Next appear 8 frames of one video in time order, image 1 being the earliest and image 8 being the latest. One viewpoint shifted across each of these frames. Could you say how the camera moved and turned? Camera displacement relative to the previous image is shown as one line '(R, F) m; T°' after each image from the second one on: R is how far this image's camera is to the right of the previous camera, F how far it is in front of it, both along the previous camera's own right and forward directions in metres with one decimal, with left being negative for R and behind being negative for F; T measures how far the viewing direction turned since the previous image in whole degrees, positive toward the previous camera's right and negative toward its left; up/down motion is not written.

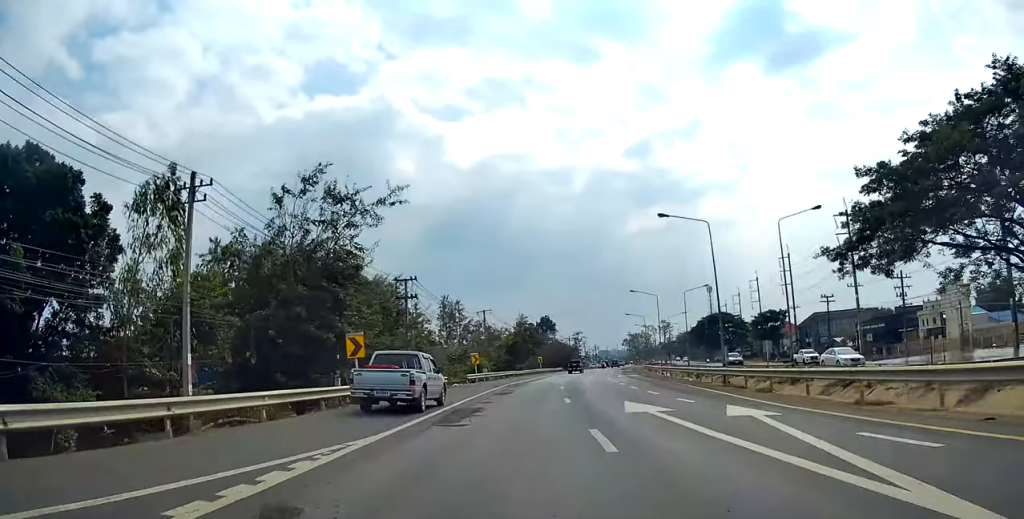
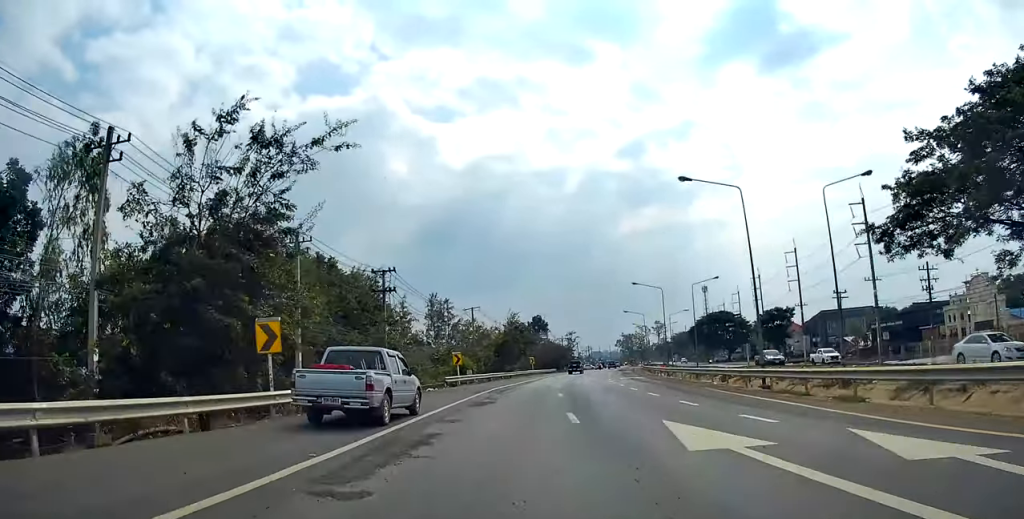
(+0.3, +7.3) m; +1°
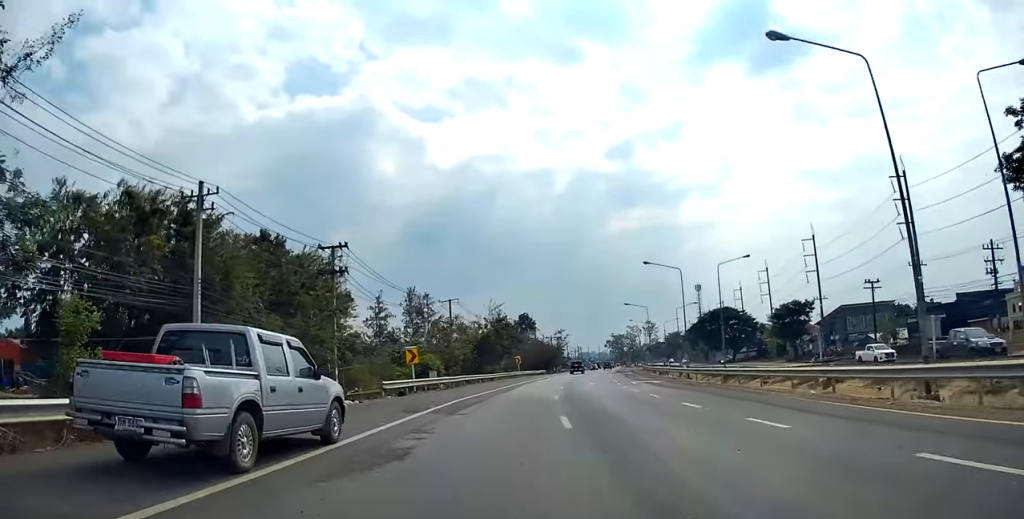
(-0.1, +14.1) m; -1°
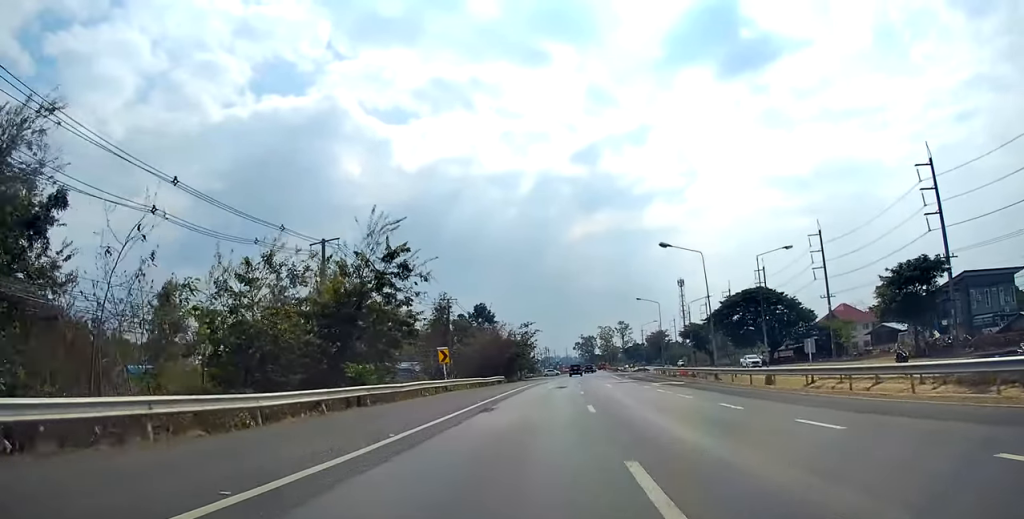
(+1.4, +44.6) m; +4°
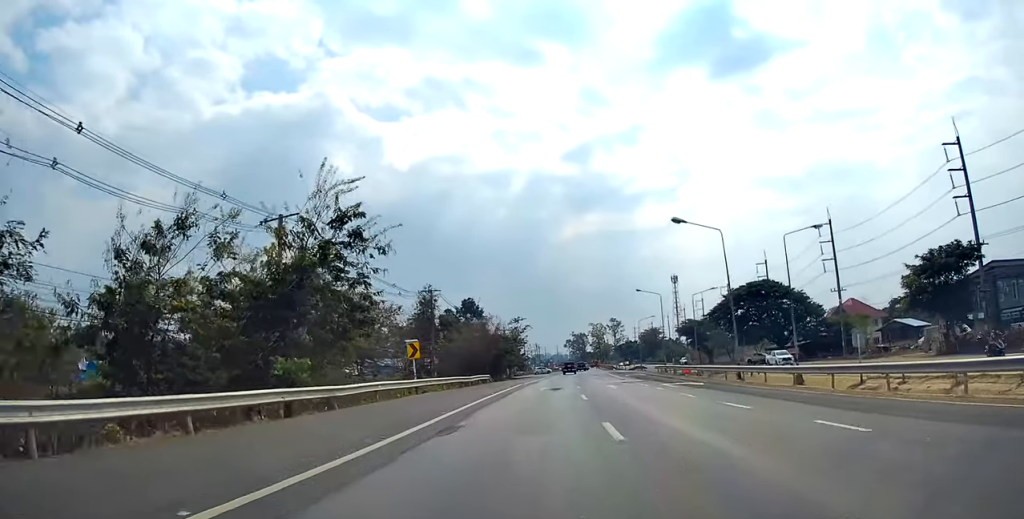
(-0.3, +7.0) m; 0°
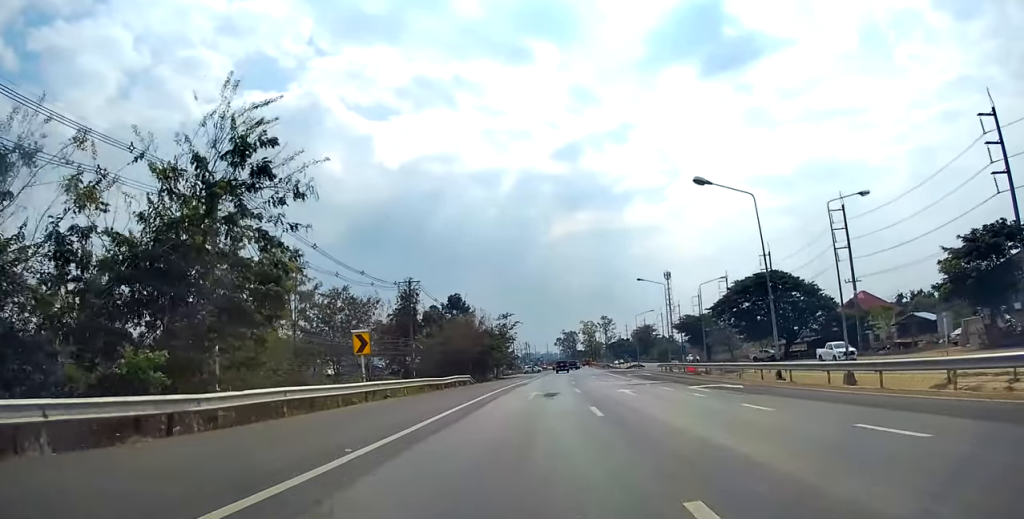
(+0.5, +7.9) m; +2°
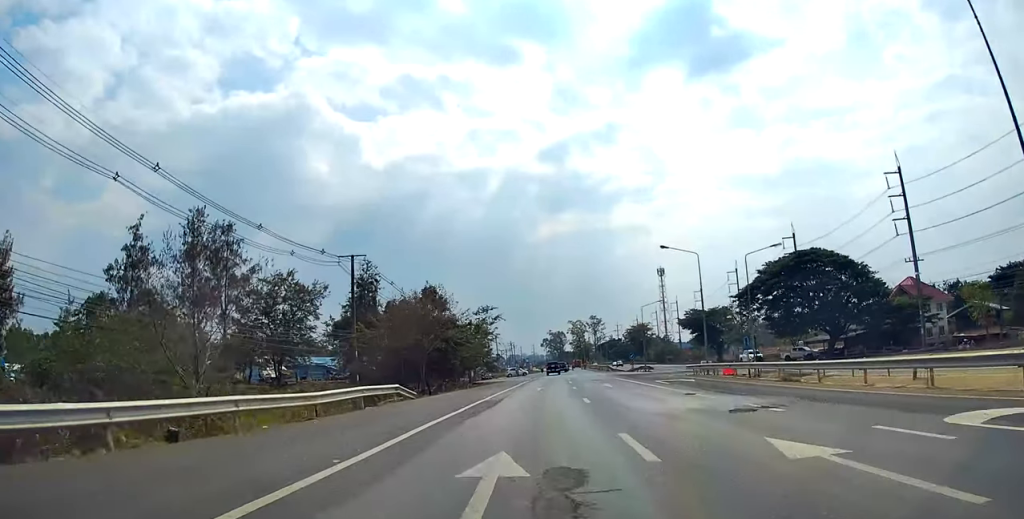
(+0.6, +19.0) m; 0°
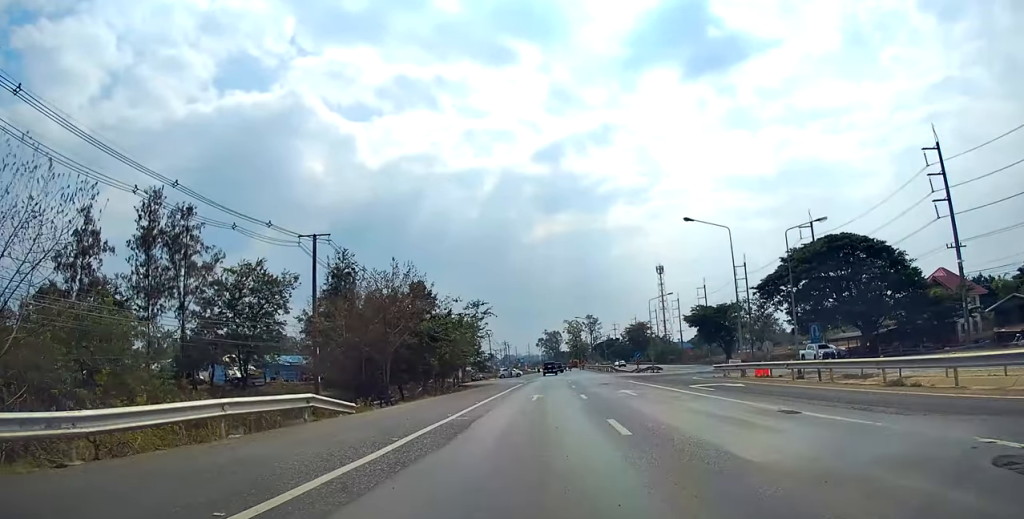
(-0.2, +8.7) m; -1°
